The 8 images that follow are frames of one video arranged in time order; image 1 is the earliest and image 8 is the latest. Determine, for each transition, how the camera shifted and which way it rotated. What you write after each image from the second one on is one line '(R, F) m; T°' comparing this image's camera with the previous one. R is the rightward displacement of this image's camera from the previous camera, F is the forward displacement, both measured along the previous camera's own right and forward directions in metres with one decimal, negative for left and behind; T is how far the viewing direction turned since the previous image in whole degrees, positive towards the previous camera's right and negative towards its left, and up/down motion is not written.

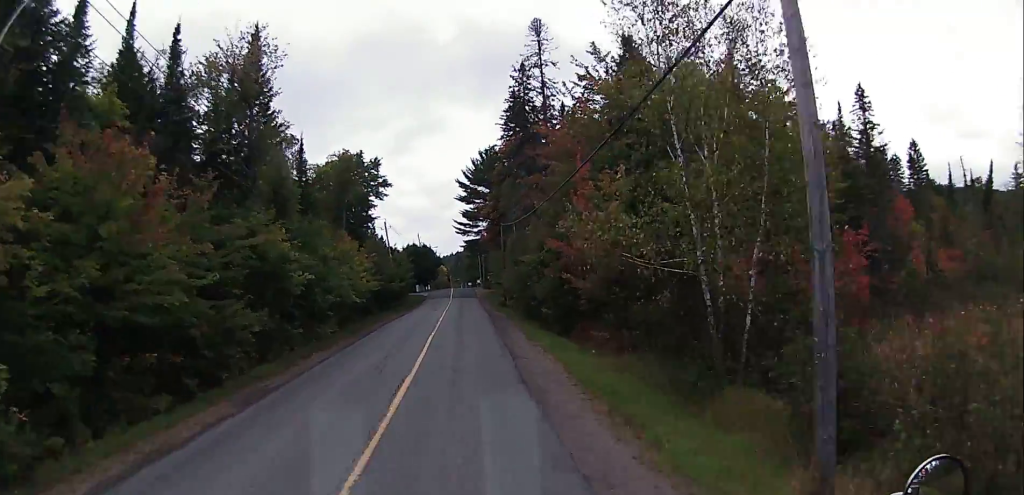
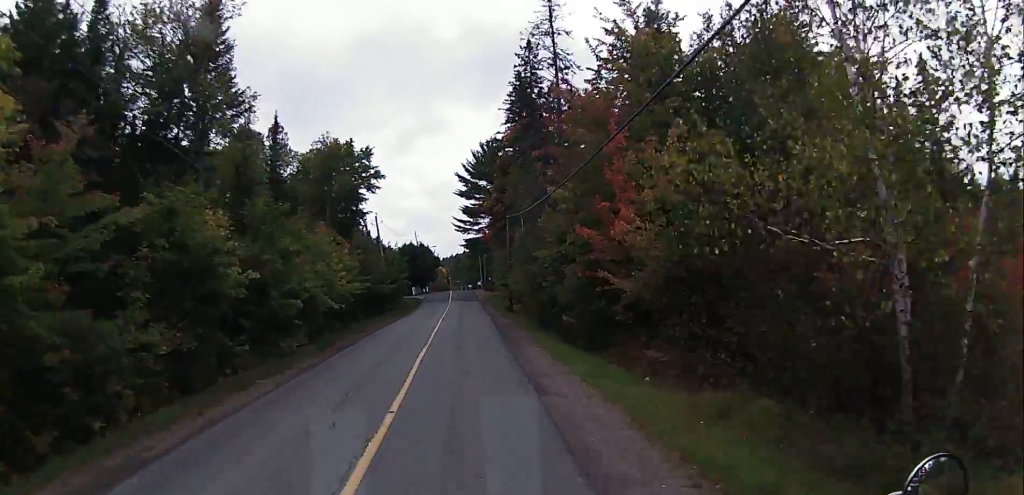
(0.0, +7.5) m; 0°
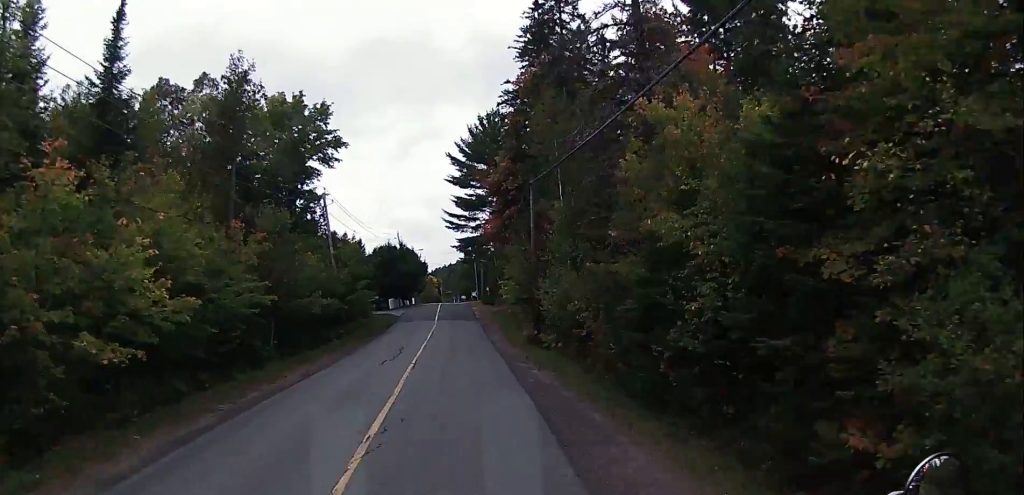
(-0.2, +21.9) m; 0°
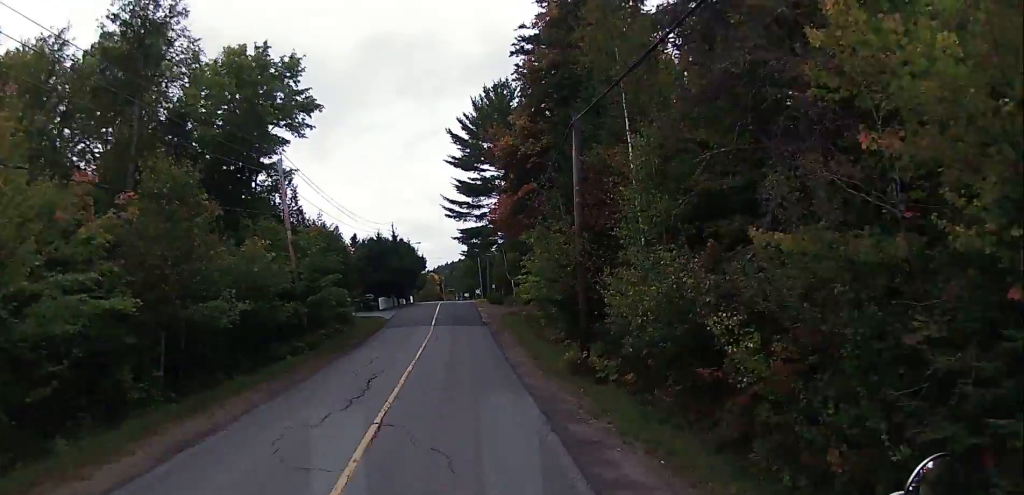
(+0.1, +11.0) m; 0°
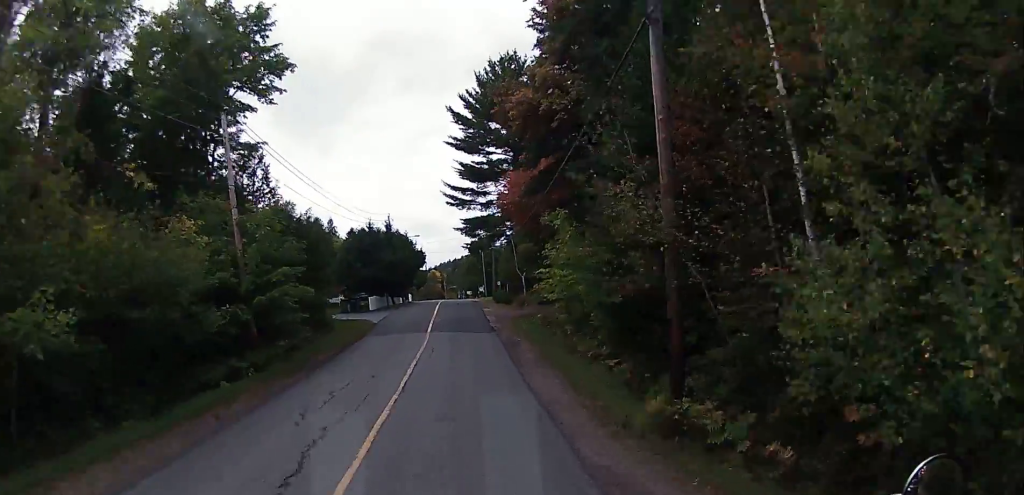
(-0.1, +7.9) m; -1°
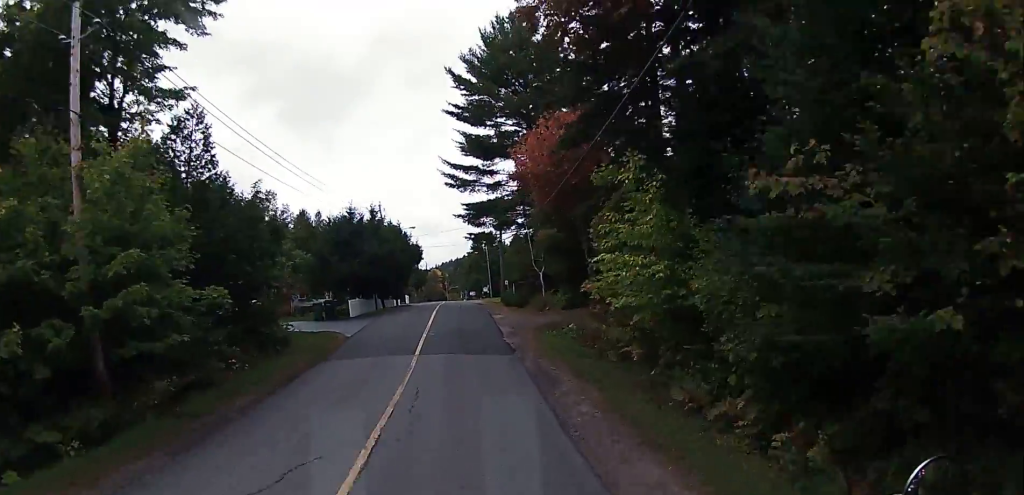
(-0.2, +10.3) m; -1°
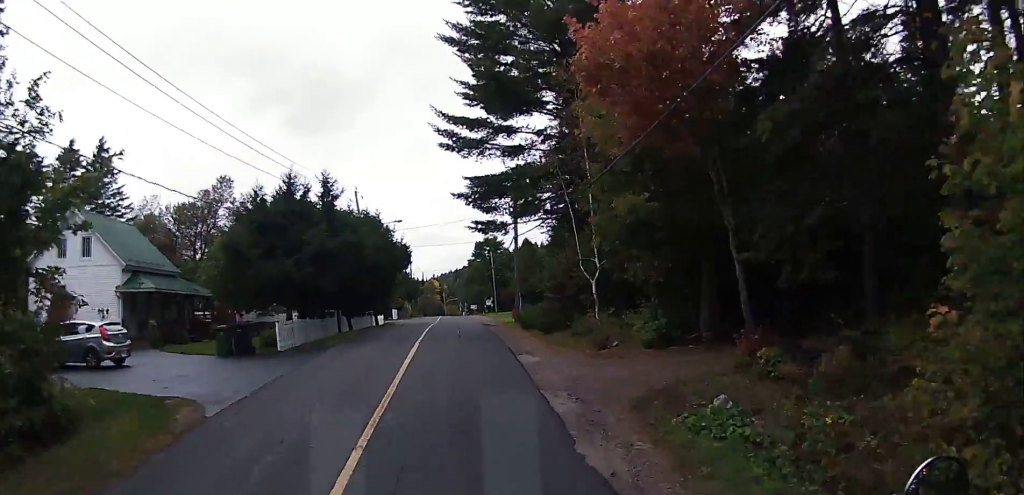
(+0.1, +16.5) m; +1°
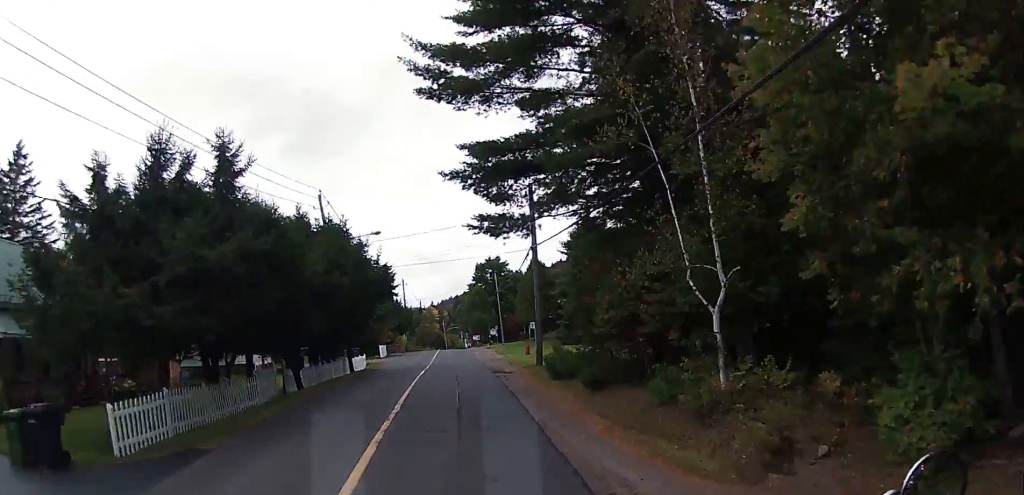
(0.0, +12.8) m; 0°
